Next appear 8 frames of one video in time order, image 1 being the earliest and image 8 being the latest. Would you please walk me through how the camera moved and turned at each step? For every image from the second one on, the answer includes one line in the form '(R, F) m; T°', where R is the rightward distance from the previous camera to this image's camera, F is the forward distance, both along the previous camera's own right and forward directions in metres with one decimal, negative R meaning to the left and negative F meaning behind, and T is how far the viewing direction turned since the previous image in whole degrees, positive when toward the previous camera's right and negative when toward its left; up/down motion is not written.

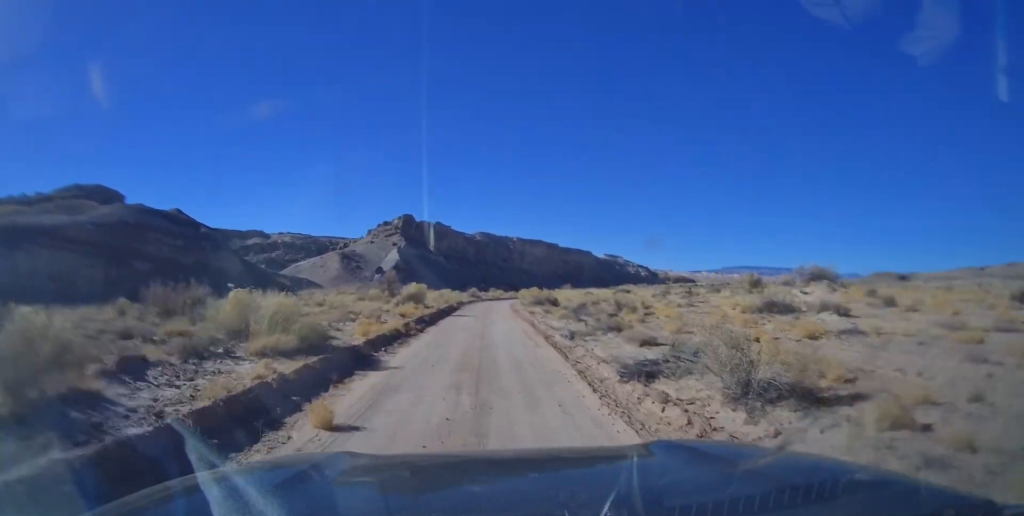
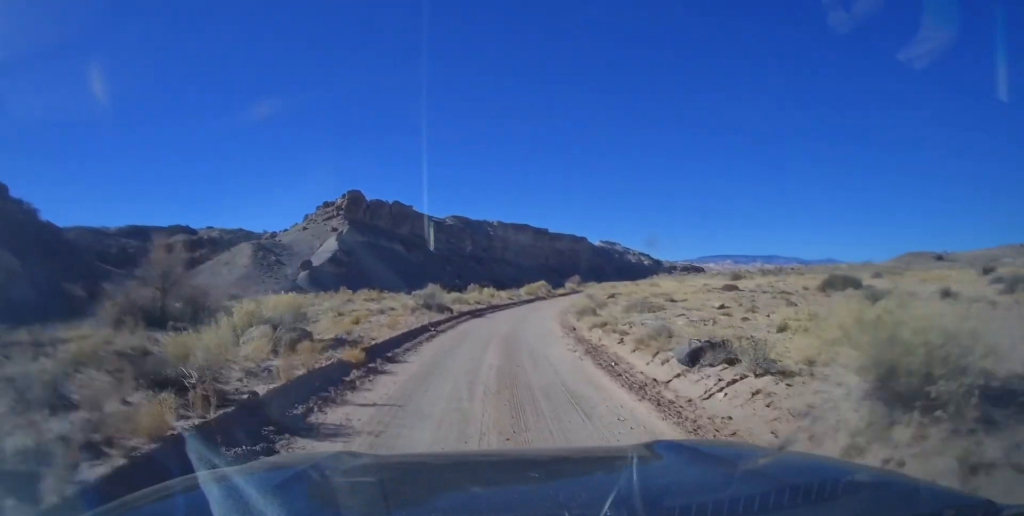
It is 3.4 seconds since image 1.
(+1.7, +45.7) m; +5°
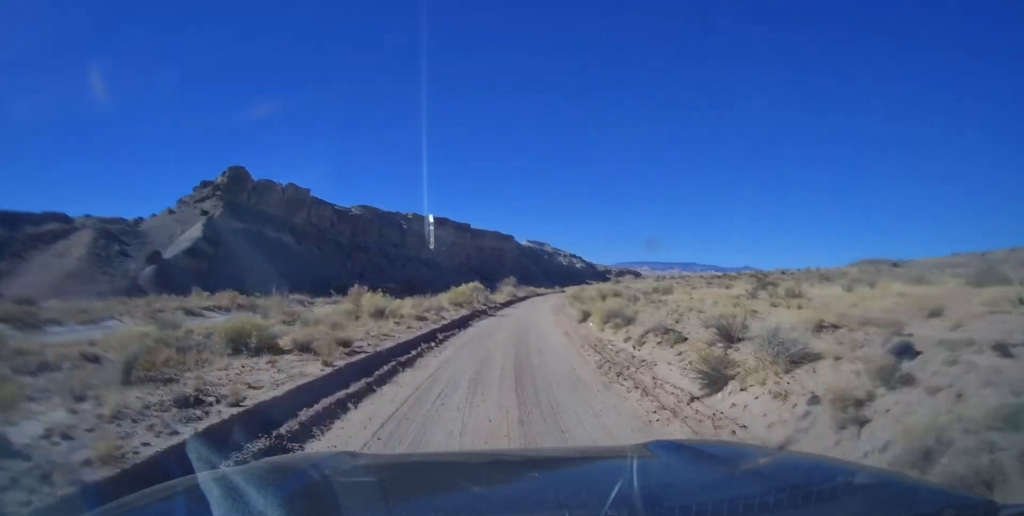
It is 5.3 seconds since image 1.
(+0.8, +28.7) m; +5°
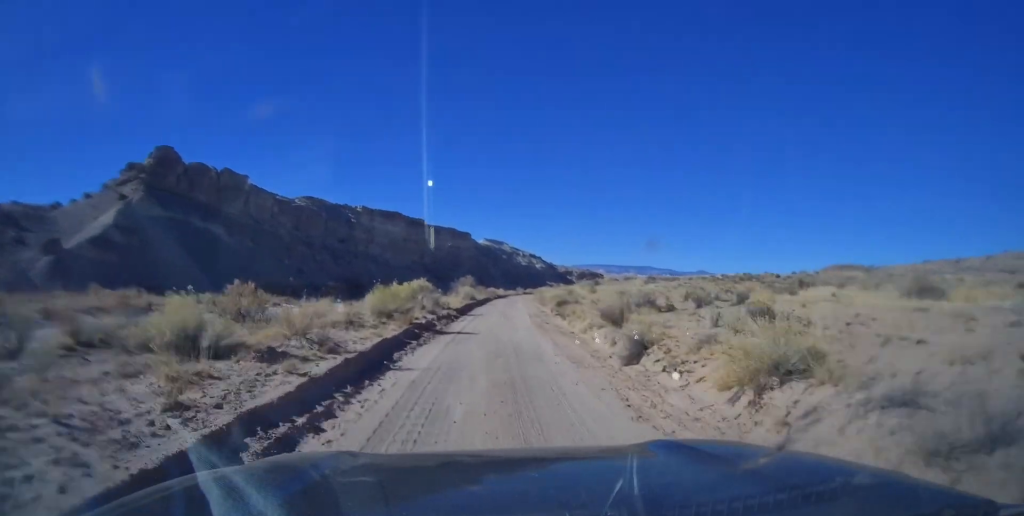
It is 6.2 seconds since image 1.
(+0.3, +13.5) m; +4°
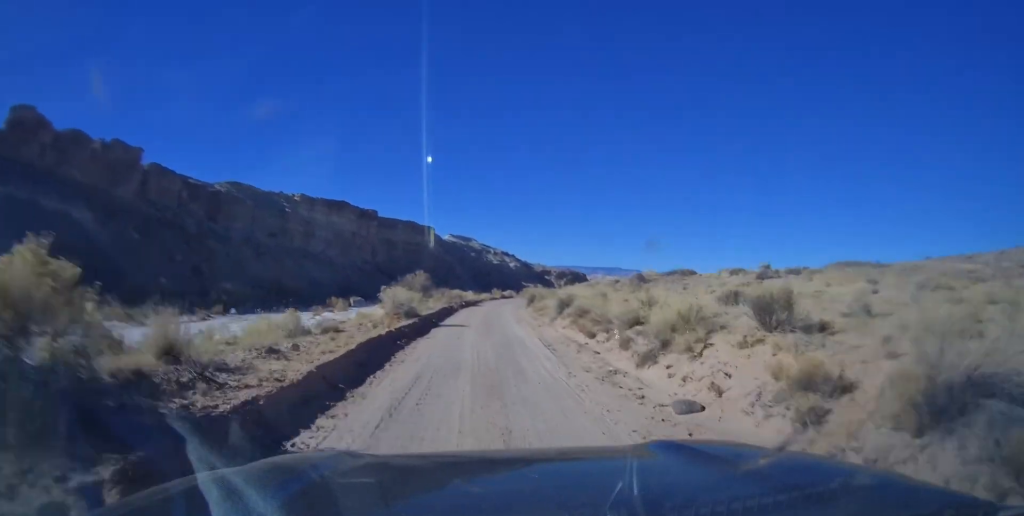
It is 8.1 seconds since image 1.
(+2.1, +29.1) m; +6°
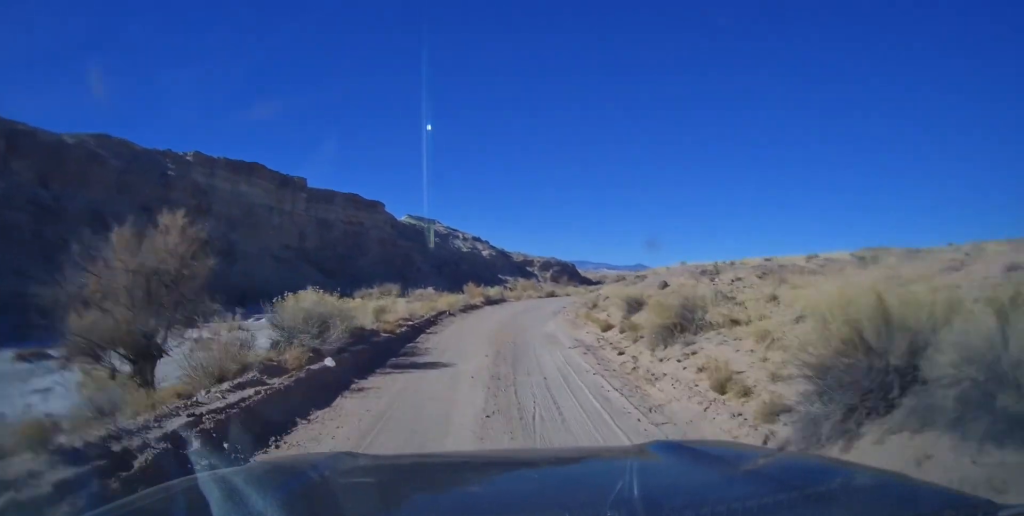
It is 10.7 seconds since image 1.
(+1.9, +38.4) m; +5°
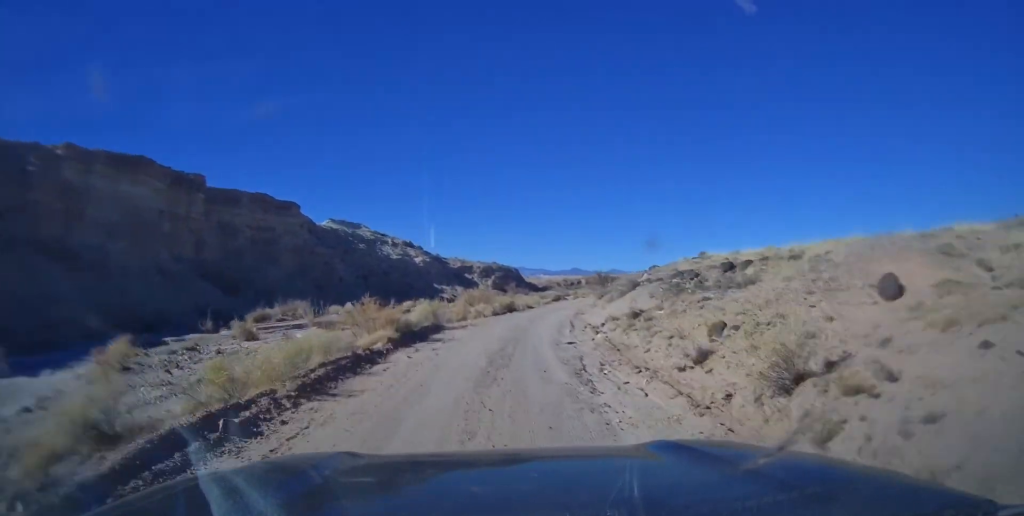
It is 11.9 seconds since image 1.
(+0.6, +17.4) m; +4°
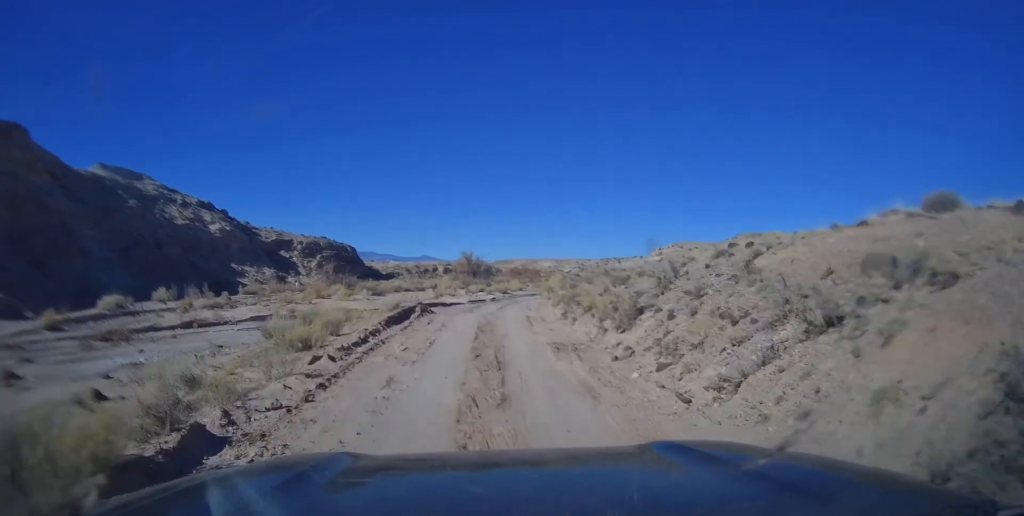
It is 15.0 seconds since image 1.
(+3.6, +40.3) m; +10°
